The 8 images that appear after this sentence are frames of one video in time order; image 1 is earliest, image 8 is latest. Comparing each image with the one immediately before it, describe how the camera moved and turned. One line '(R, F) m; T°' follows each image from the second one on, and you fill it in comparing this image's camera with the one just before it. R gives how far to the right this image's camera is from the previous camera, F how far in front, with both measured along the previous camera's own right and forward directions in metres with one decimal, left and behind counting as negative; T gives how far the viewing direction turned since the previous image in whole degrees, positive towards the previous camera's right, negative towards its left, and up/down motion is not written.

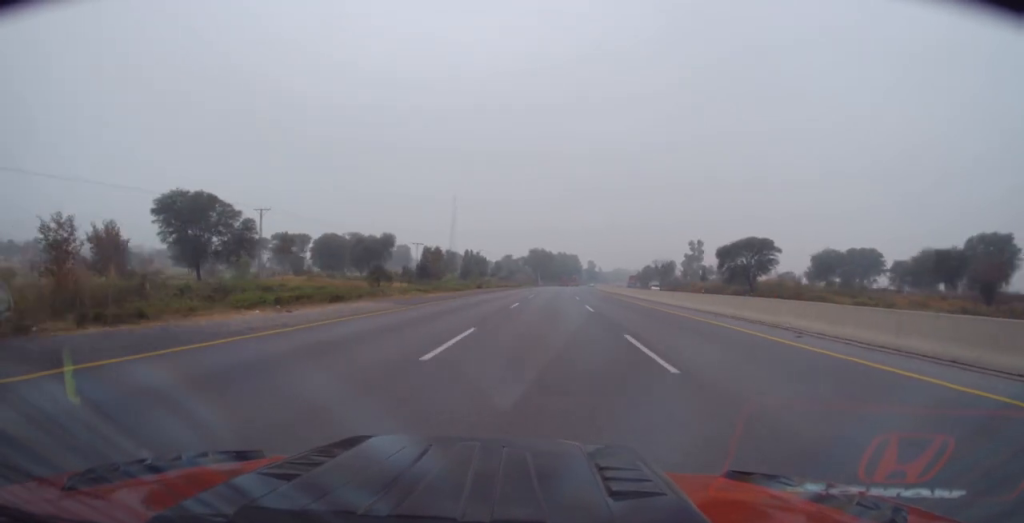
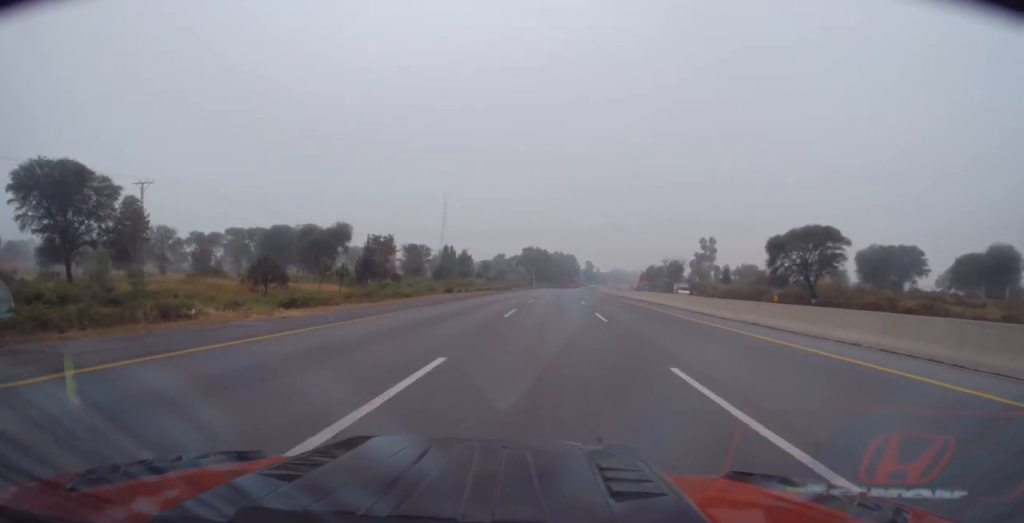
(0.0, +23.2) m; 0°
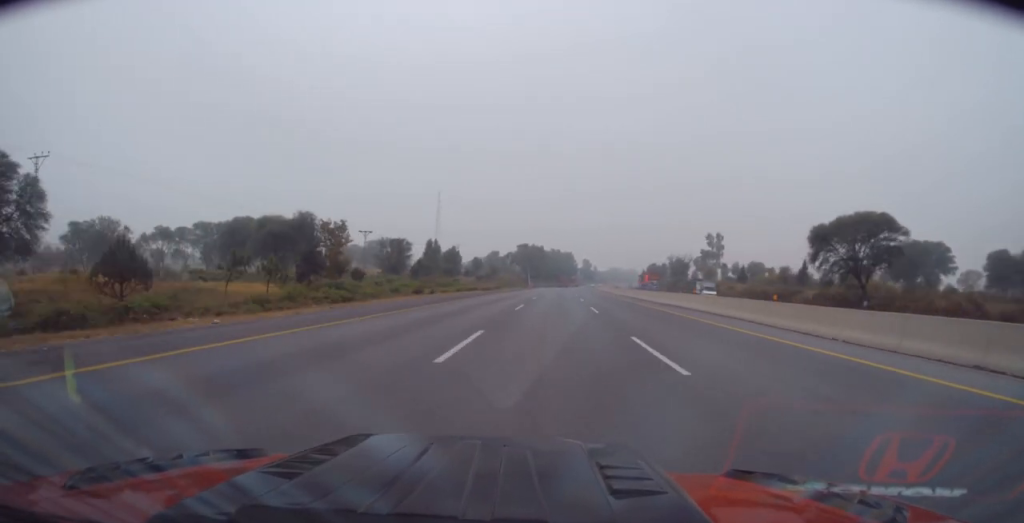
(+0.1, +12.9) m; 0°
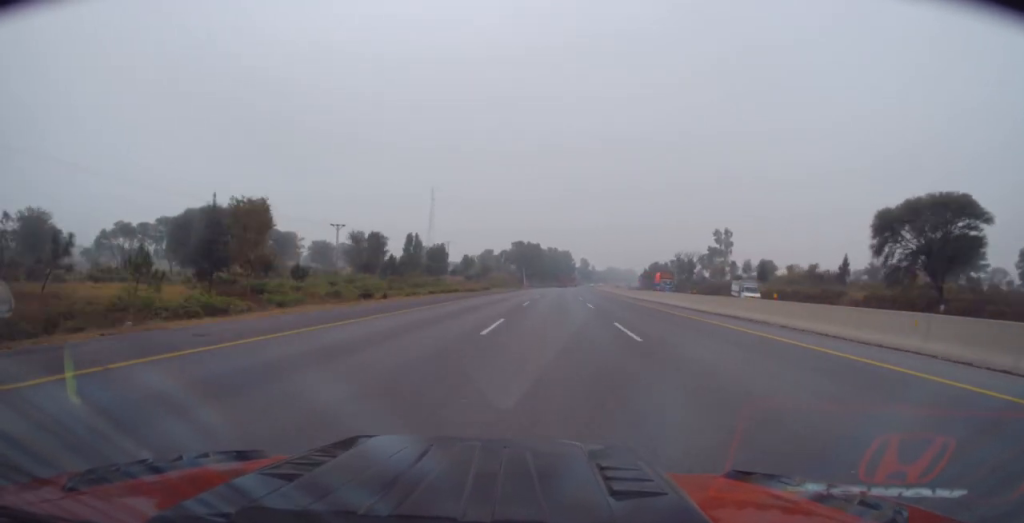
(0.0, +12.9) m; 0°
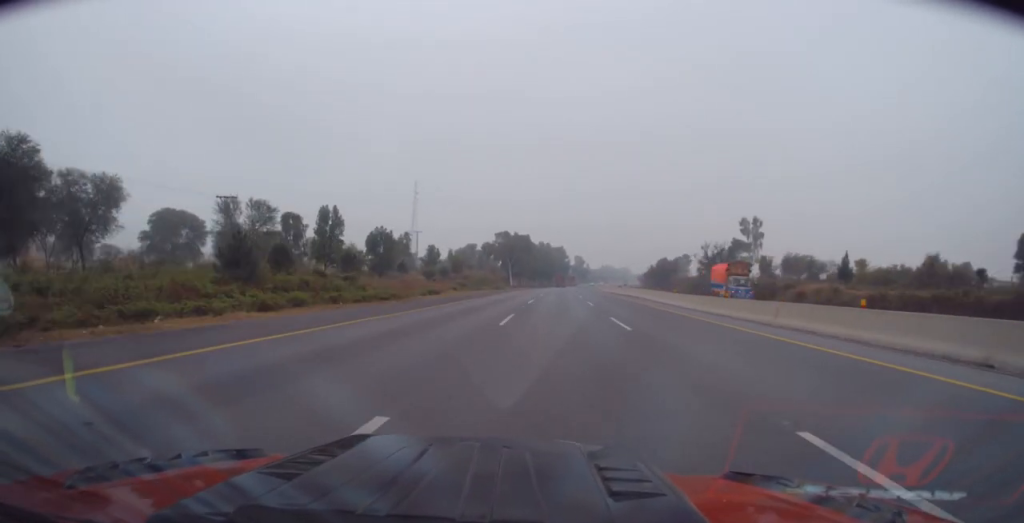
(+0.4, +33.5) m; +2°
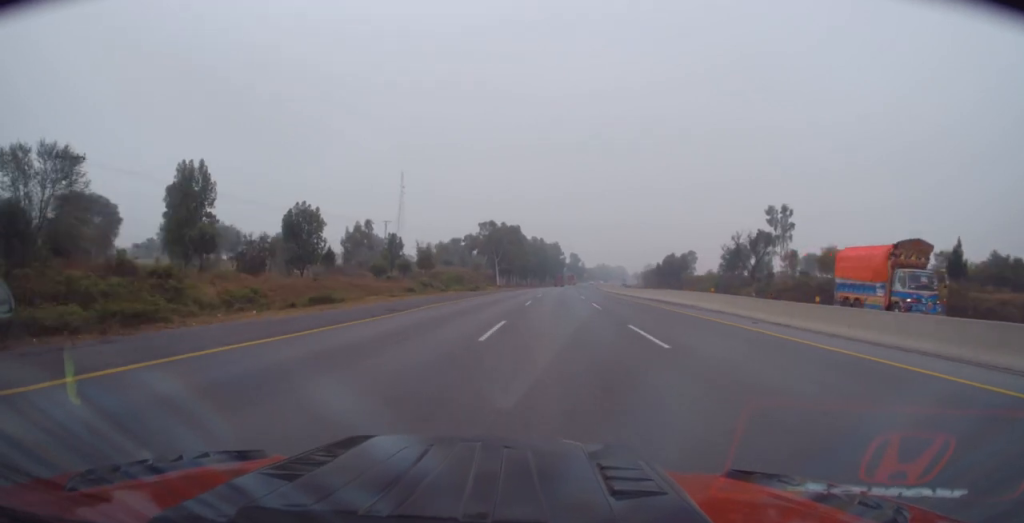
(+0.2, +23.2) m; 0°
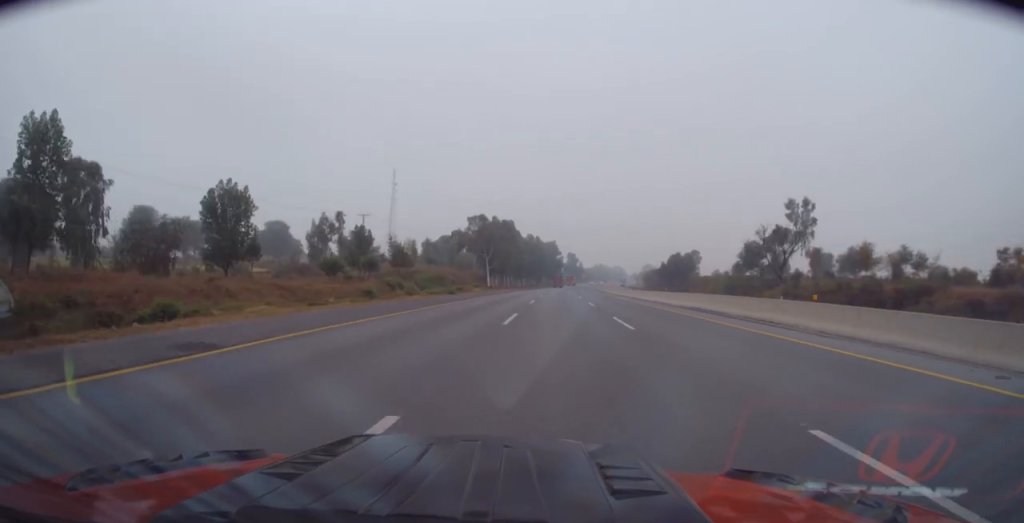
(0.0, +12.9) m; 0°
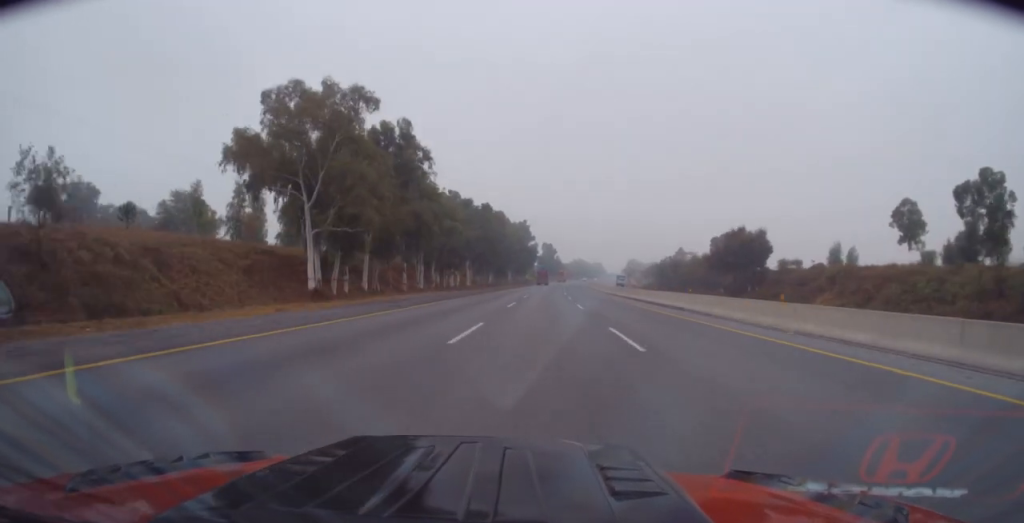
(+0.8, +78.2) m; +2°
